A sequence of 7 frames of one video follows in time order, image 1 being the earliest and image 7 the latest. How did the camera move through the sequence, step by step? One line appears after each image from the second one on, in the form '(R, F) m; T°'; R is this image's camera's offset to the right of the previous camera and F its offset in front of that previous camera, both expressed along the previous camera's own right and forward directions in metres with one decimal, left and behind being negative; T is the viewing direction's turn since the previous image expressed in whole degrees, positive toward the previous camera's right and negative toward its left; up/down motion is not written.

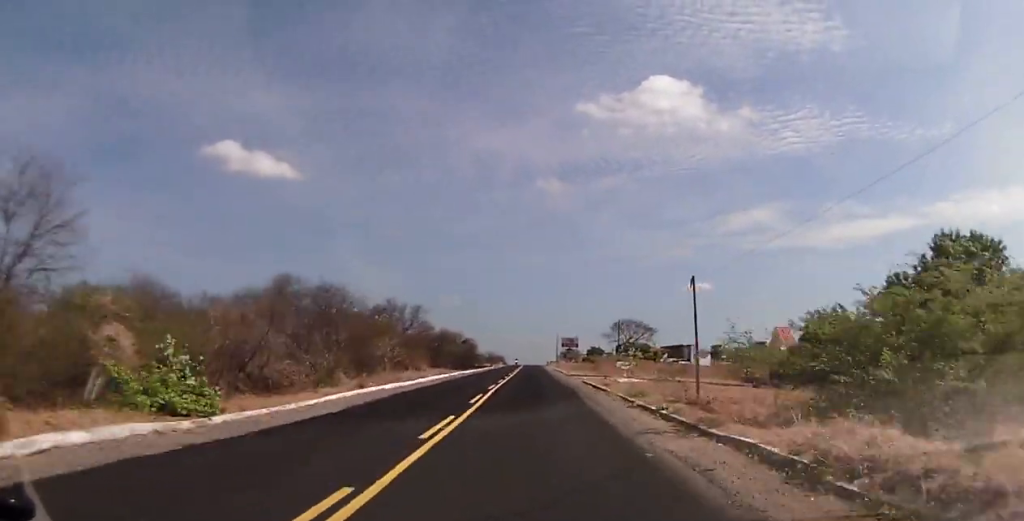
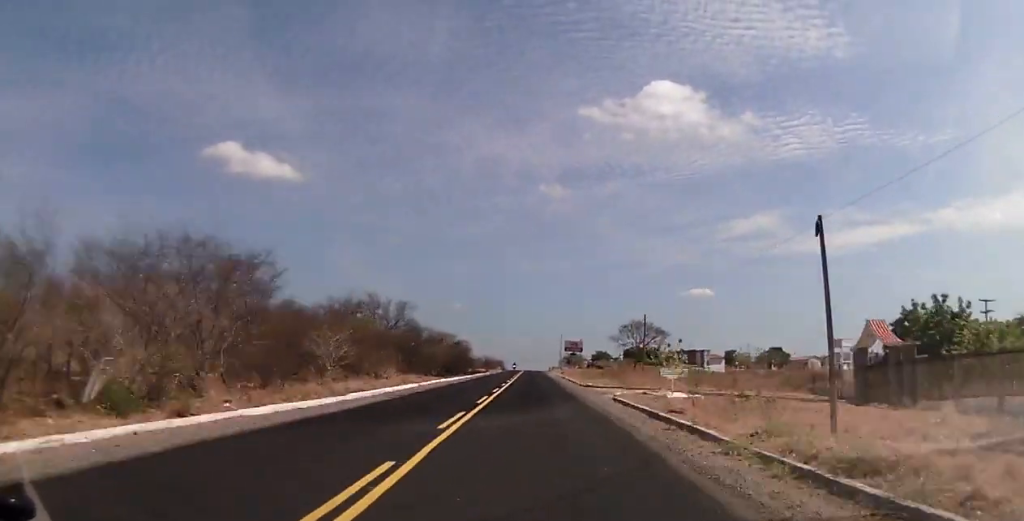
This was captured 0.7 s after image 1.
(+0.1, +14.6) m; -1°
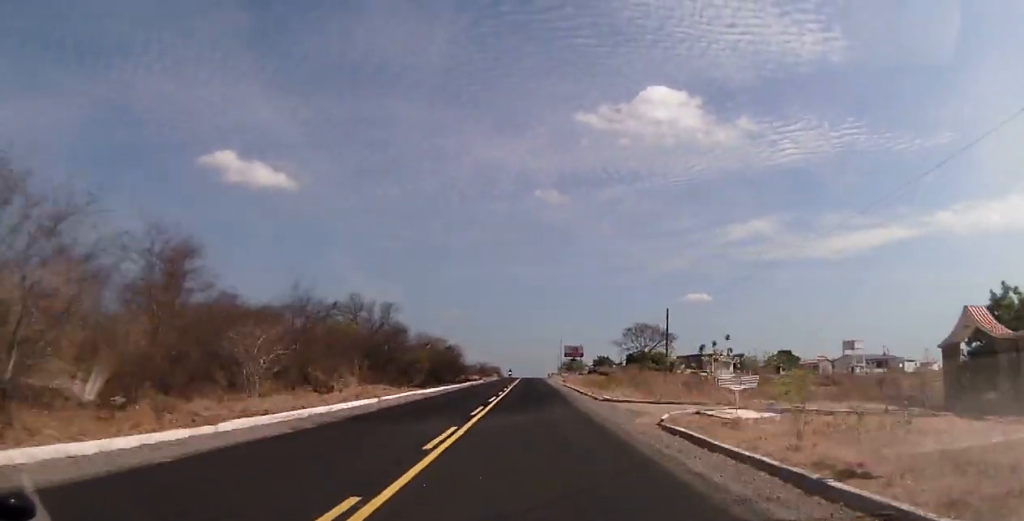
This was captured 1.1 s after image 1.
(-0.2, +9.7) m; 0°
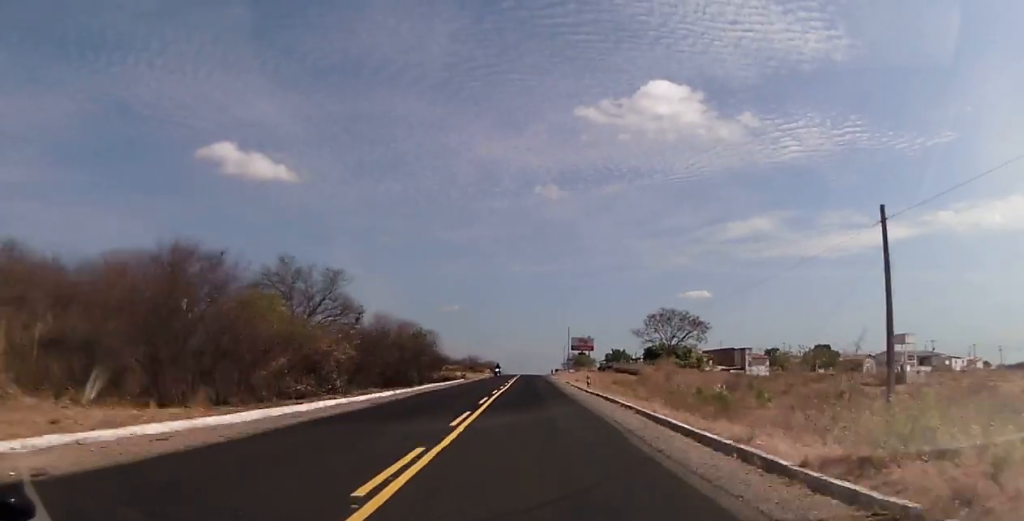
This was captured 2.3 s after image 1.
(-0.2, +28.1) m; 0°
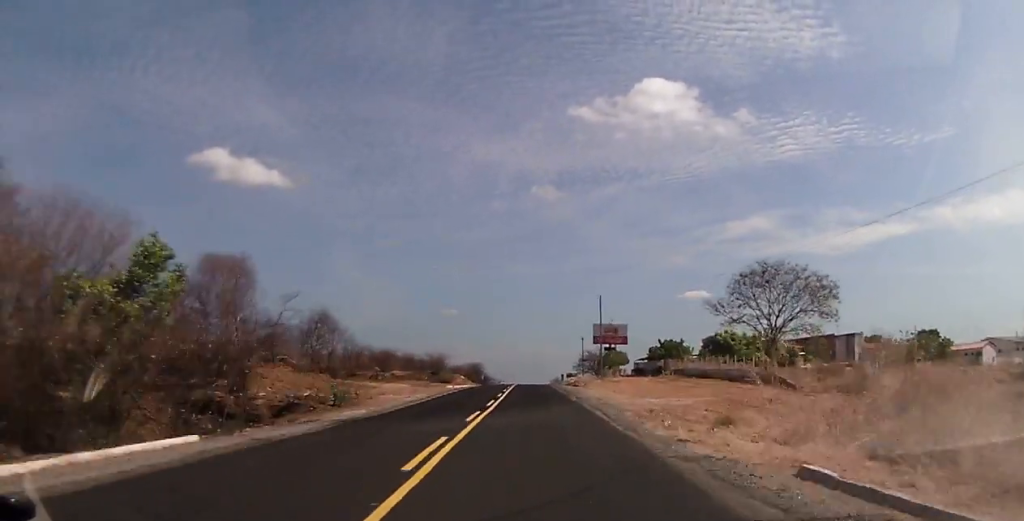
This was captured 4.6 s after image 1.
(+0.5, +52.5) m; +1°
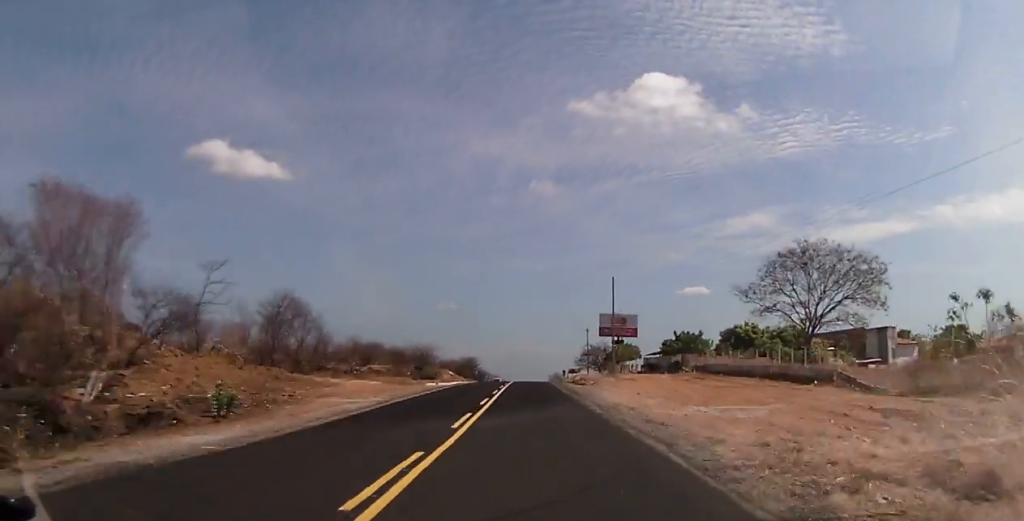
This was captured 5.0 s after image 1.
(0.0, +10.5) m; 0°
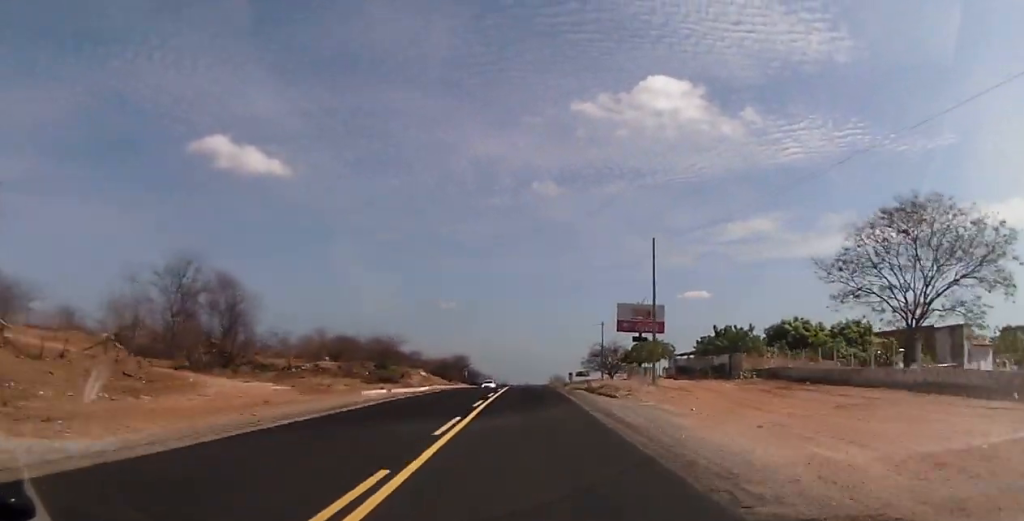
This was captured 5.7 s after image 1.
(-0.1, +17.9) m; 0°
